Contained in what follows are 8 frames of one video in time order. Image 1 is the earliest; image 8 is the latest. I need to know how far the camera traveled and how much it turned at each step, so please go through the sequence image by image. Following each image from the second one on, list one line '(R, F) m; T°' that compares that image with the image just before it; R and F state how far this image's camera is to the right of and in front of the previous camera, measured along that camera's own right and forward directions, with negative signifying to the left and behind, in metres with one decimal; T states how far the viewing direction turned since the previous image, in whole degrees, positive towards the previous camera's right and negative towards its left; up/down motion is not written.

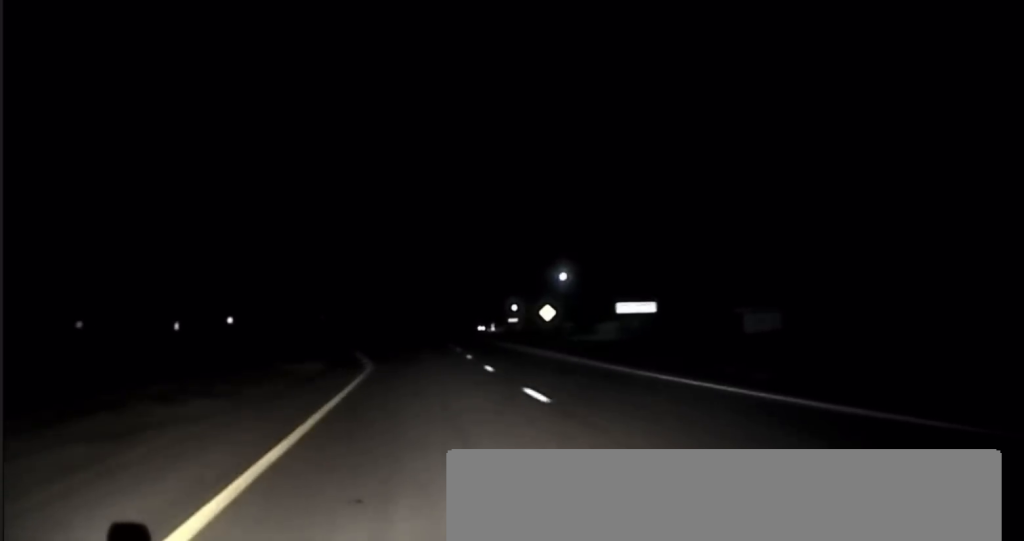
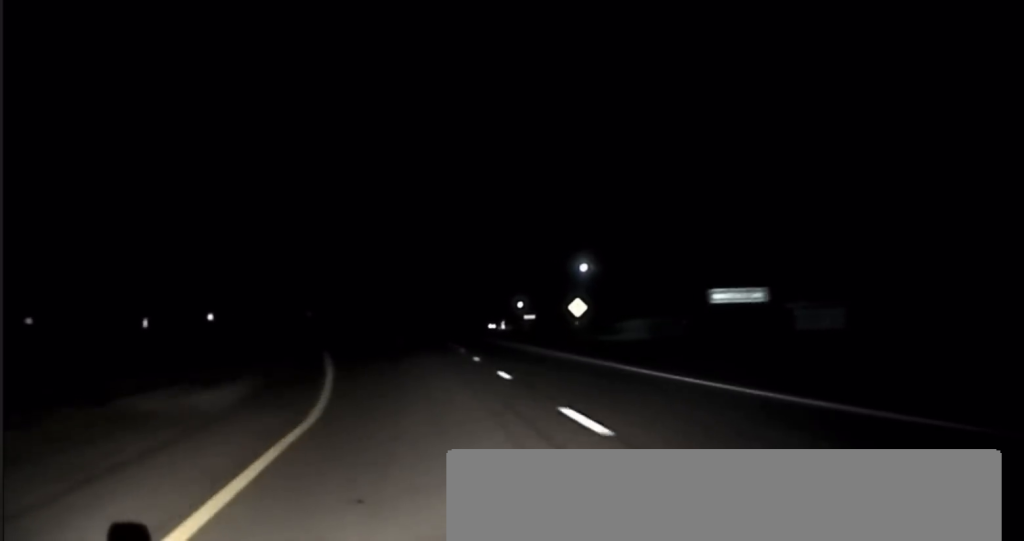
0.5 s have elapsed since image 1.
(0.0, +17.8) m; 0°
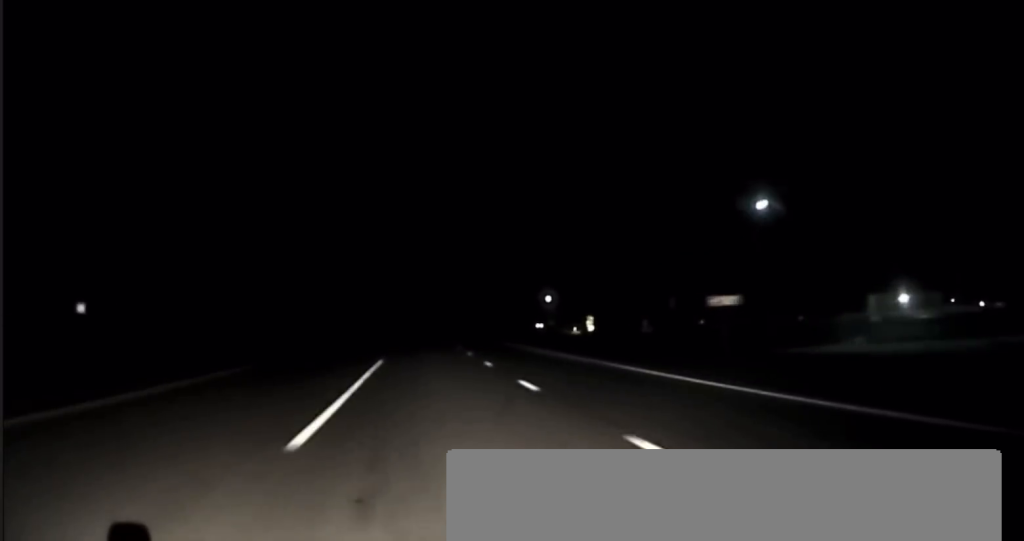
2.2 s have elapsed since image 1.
(0.0, +65.5) m; 0°
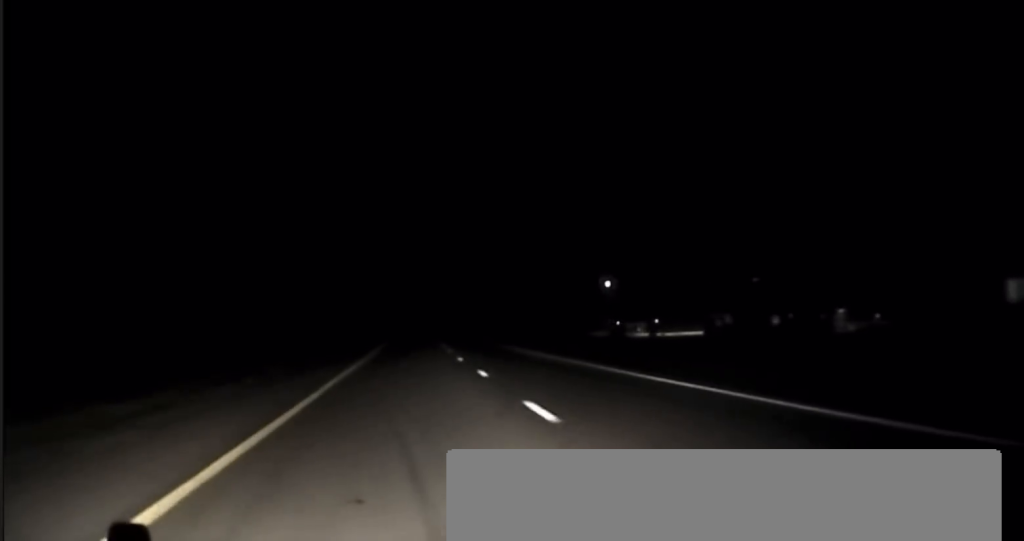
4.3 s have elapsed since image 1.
(0.0, +80.0) m; 0°
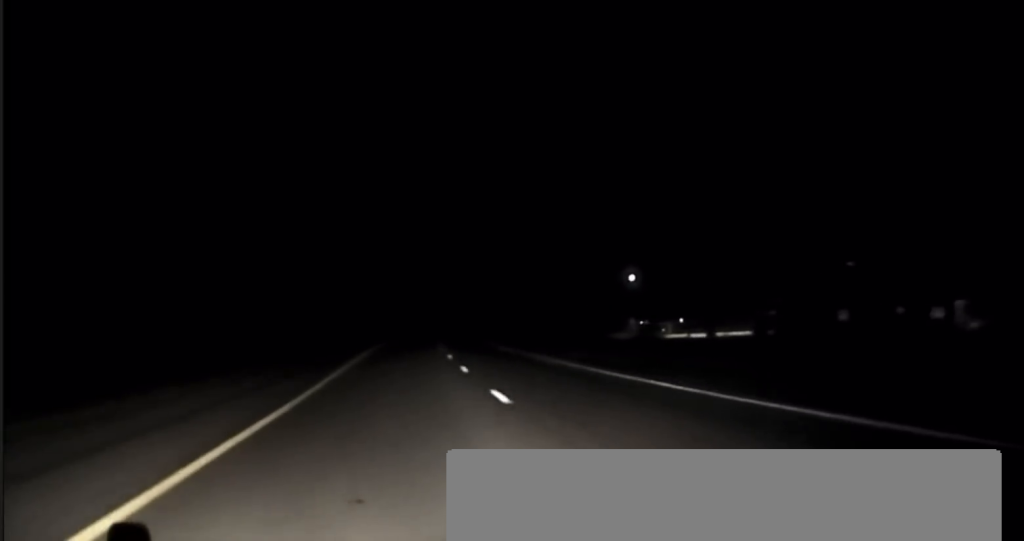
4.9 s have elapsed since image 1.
(0.0, +20.9) m; +1°
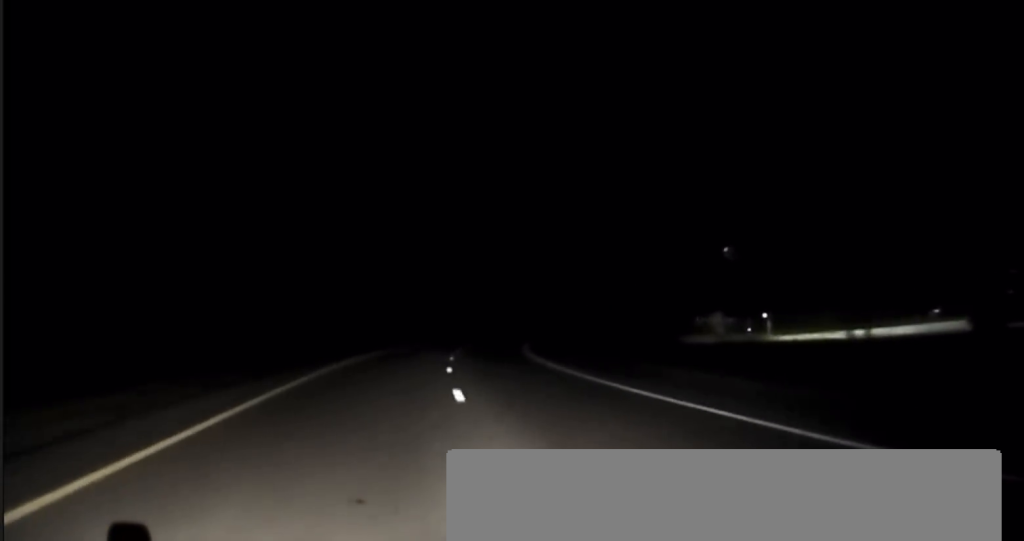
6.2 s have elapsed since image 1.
(+0.6, +47.8) m; +3°
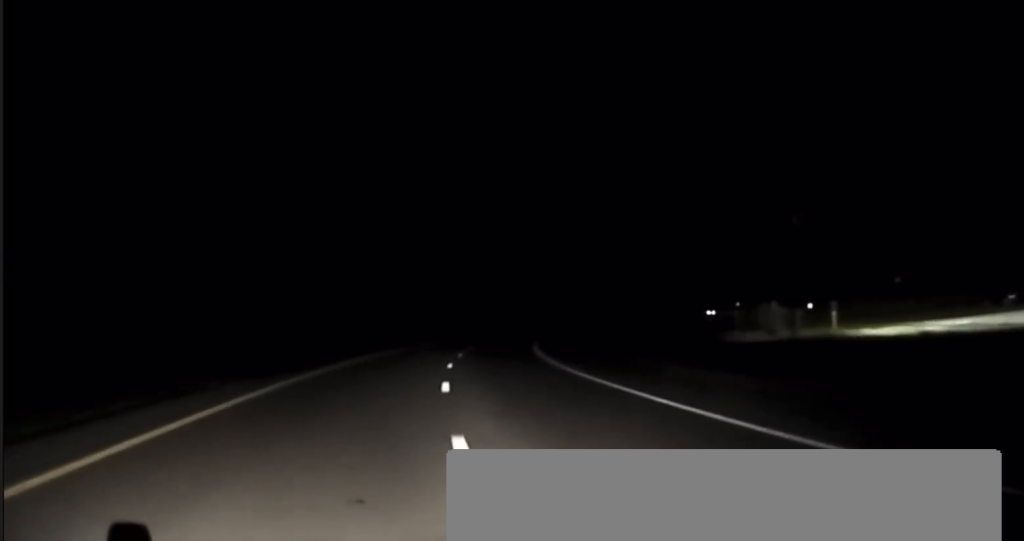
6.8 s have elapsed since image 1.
(+0.6, +22.0) m; +2°
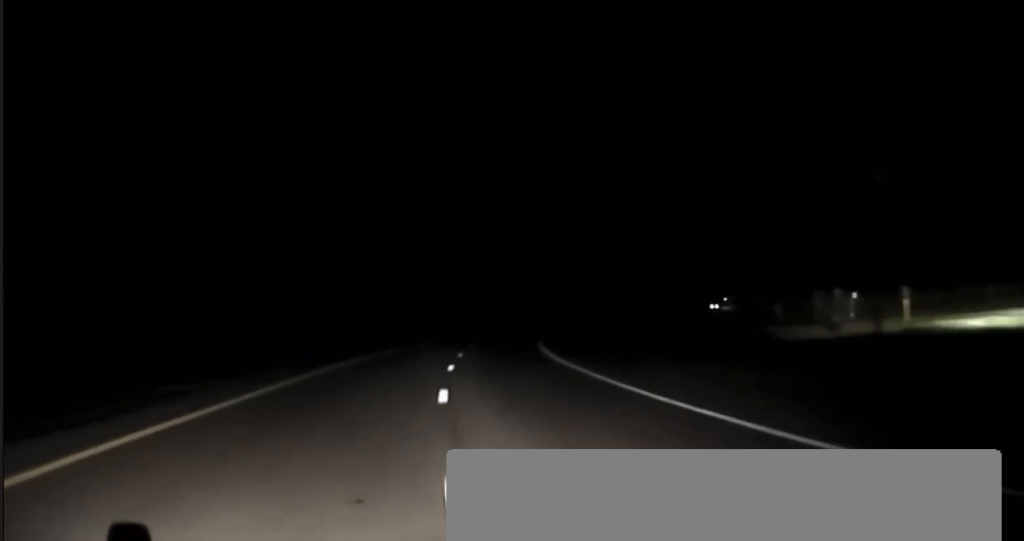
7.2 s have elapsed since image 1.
(0.0, +15.9) m; +2°
